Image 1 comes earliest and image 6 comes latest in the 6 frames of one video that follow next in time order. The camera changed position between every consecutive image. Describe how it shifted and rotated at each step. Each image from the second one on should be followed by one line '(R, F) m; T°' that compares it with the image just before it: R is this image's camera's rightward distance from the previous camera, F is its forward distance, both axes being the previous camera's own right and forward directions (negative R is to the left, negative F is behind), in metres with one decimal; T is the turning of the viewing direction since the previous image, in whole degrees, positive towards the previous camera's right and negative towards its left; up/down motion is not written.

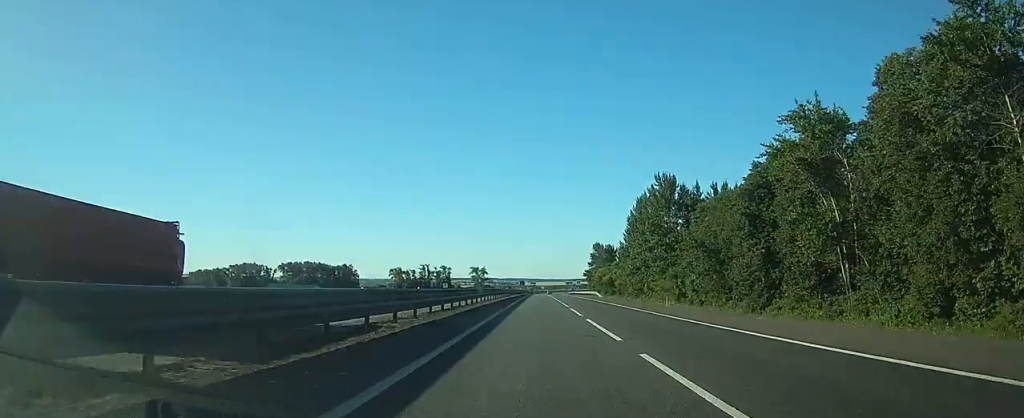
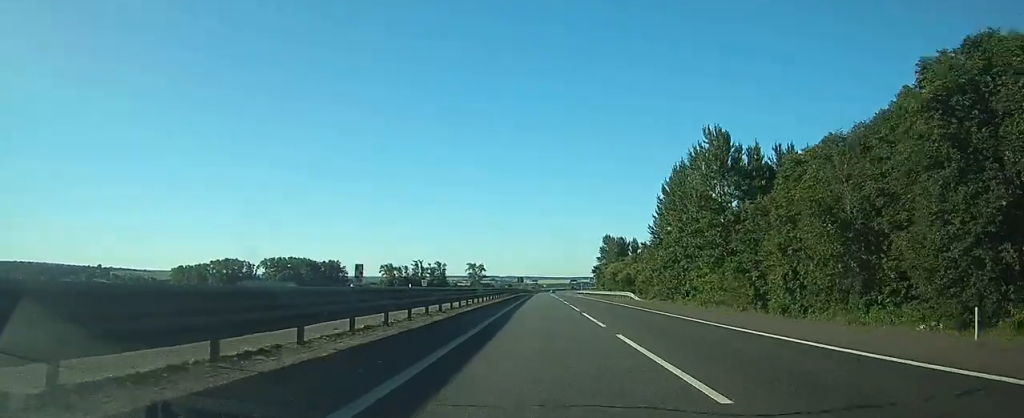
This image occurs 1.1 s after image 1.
(+0.1, +31.9) m; 0°
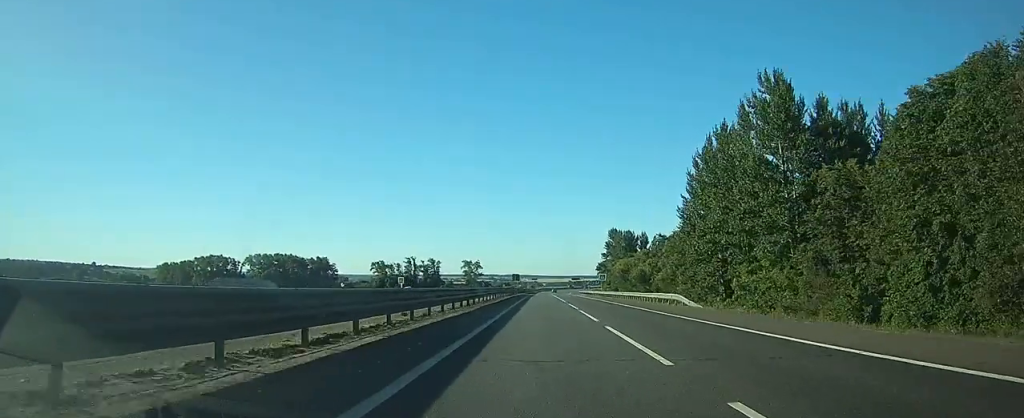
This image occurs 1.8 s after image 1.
(0.0, +21.2) m; 0°
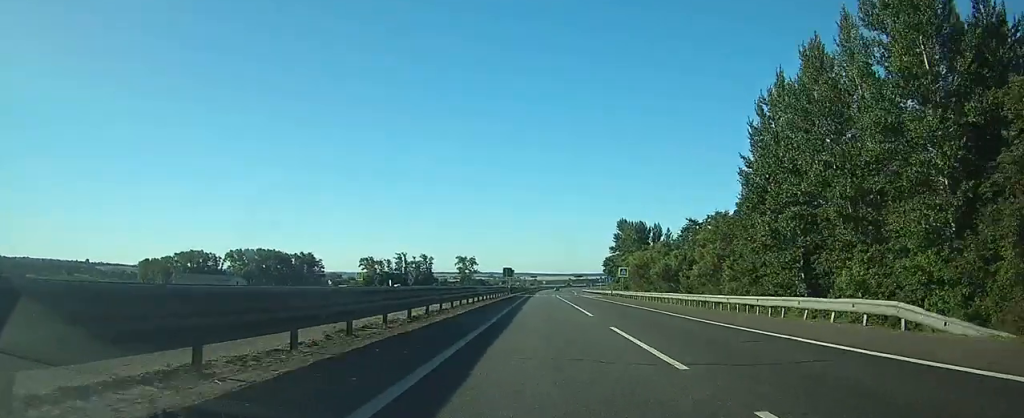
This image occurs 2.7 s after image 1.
(0.0, +24.9) m; 0°
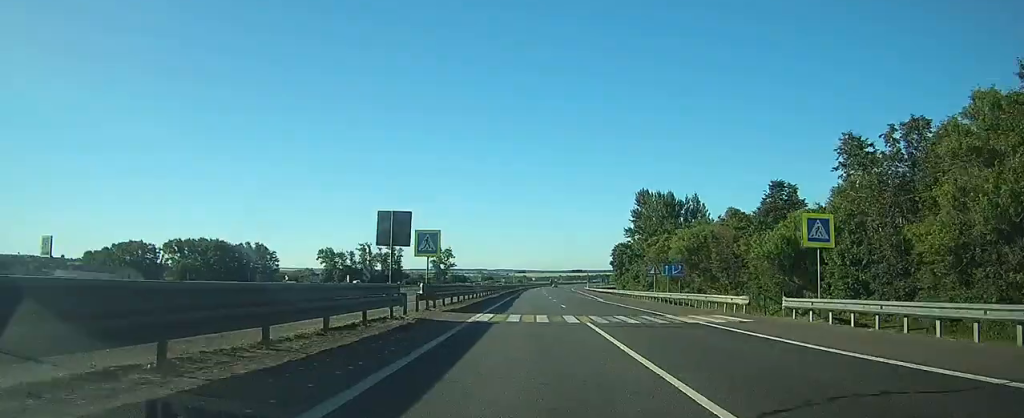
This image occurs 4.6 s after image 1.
(-0.1, +54.7) m; 0°
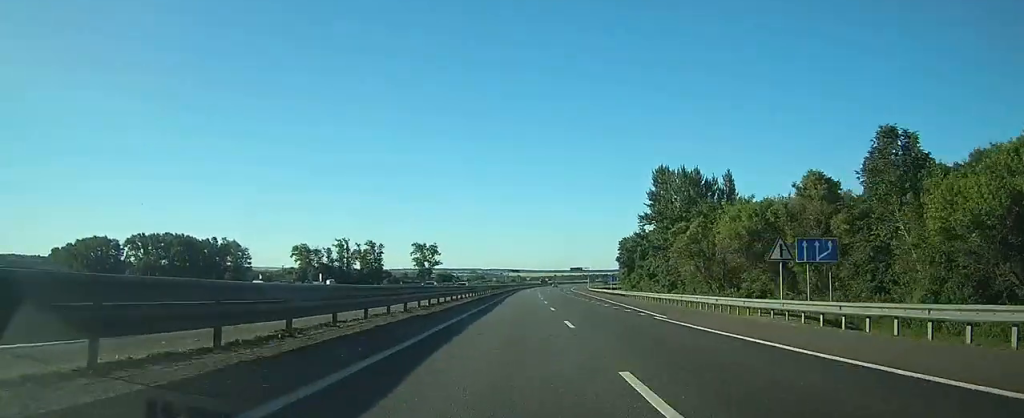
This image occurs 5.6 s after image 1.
(+0.2, +26.9) m; +1°
